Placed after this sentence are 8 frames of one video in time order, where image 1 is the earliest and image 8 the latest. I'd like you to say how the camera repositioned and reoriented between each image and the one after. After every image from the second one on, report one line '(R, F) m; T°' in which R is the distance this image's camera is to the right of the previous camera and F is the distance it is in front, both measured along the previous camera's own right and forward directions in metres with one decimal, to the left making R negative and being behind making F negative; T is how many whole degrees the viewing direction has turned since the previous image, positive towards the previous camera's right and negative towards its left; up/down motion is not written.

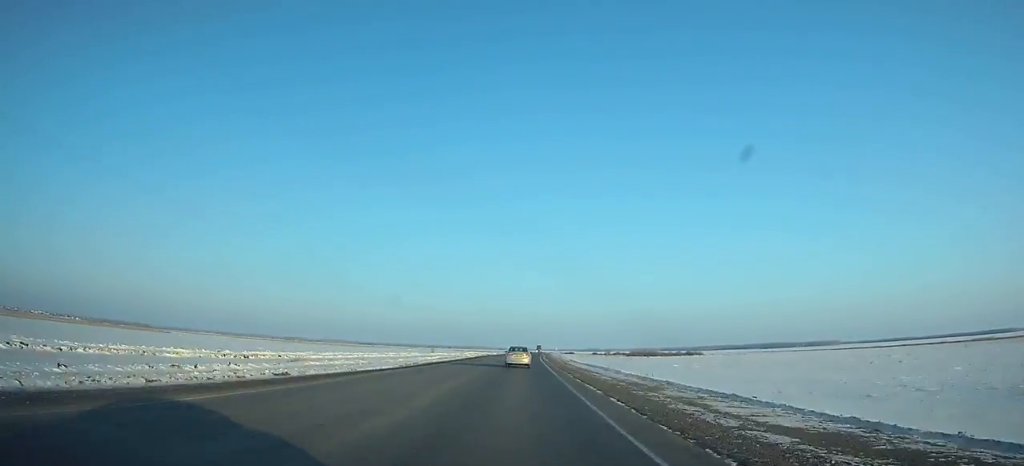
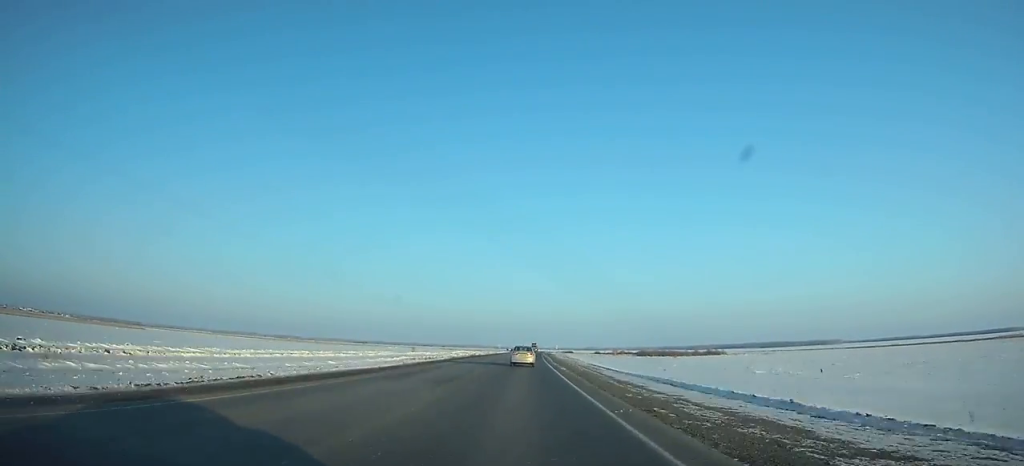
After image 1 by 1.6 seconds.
(+0.3, +37.9) m; +1°
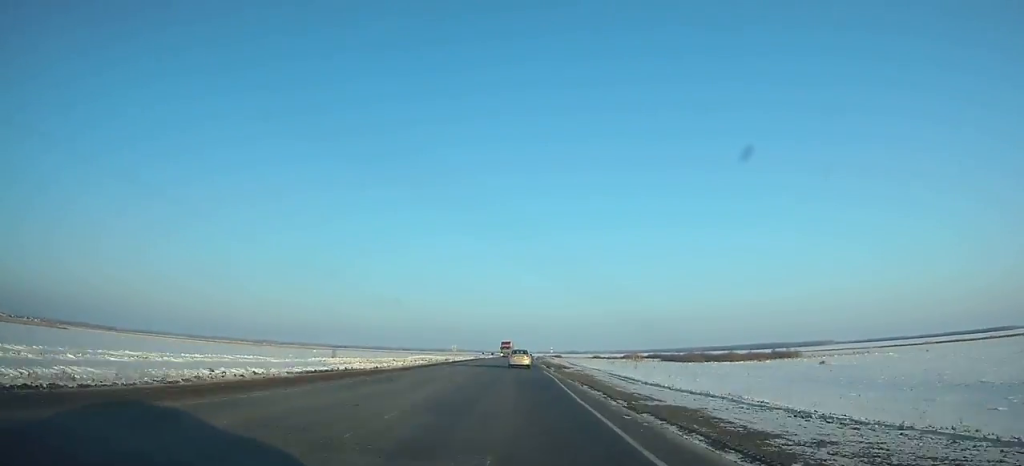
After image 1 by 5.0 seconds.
(+1.0, +80.8) m; +1°
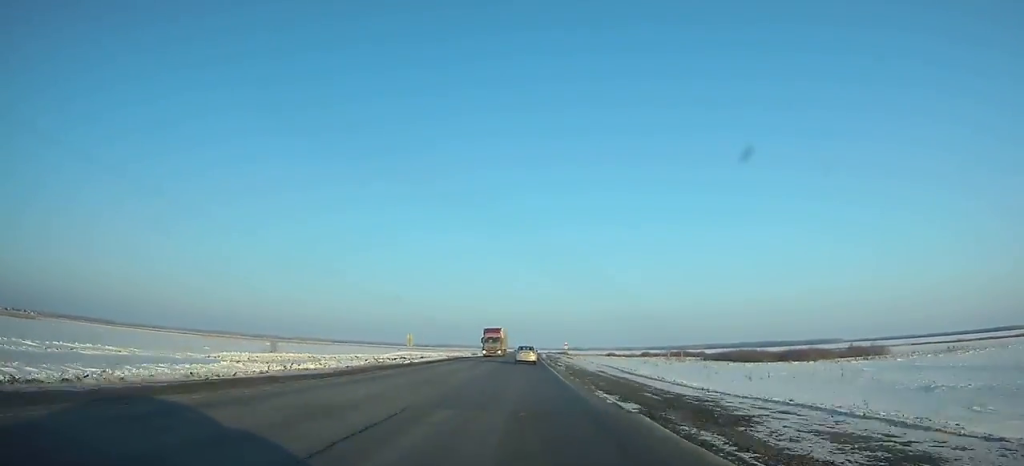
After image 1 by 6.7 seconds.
(+0.2, +40.4) m; 0°
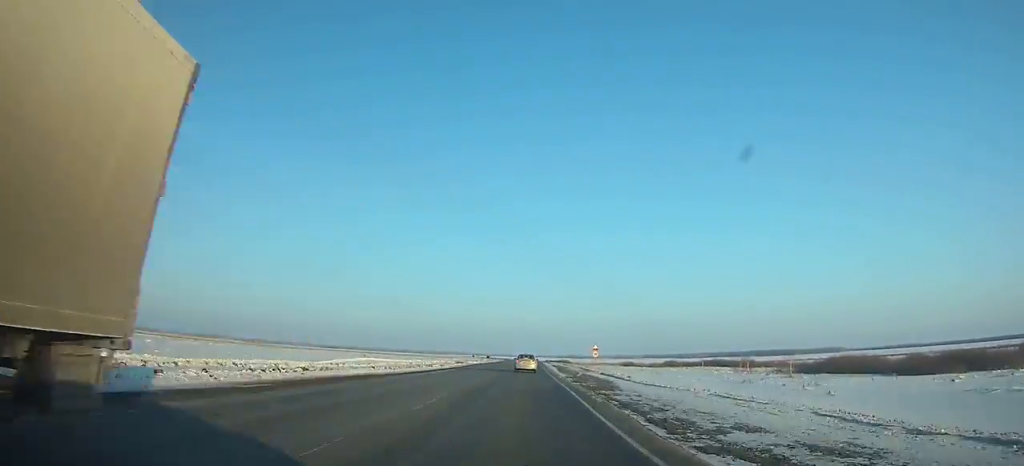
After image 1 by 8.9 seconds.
(0.0, +52.1) m; +1°
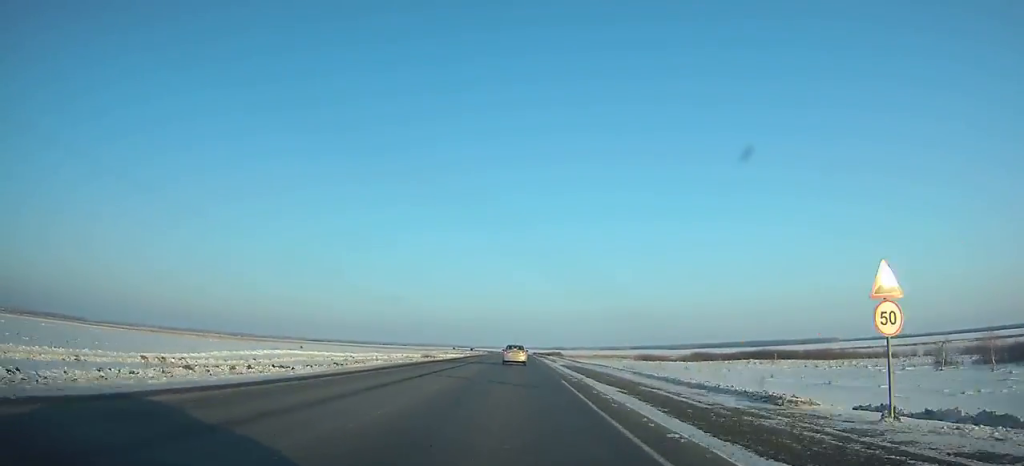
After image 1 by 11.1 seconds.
(+0.4, +50.8) m; 0°
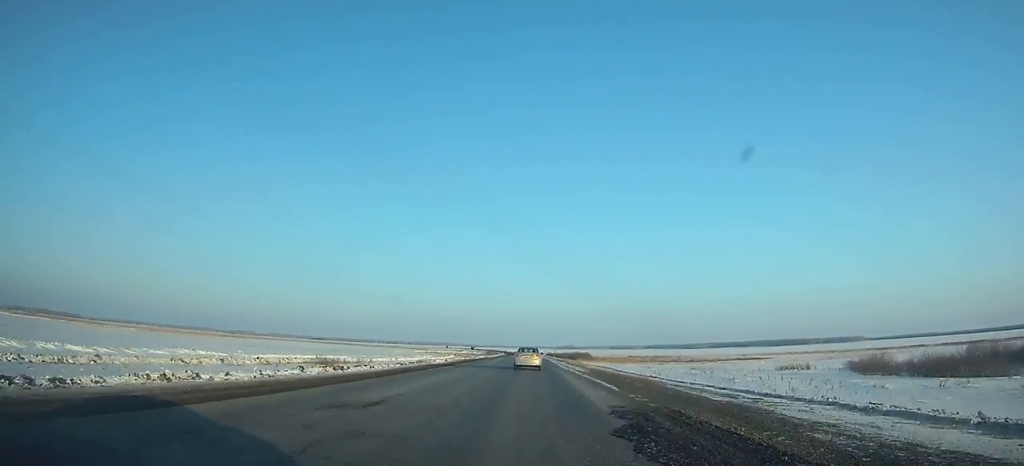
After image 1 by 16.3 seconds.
(-0.2, +115.5) m; 0°
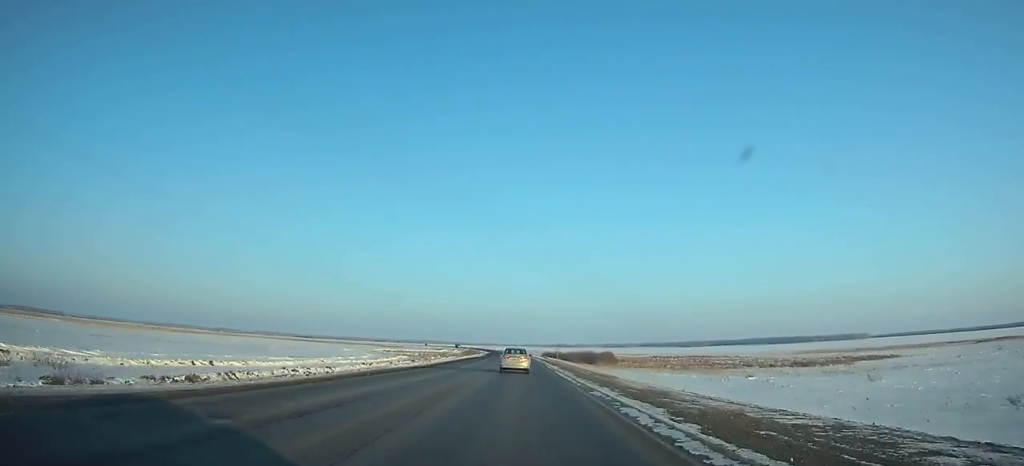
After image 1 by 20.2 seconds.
(+0.5, +83.0) m; 0°
